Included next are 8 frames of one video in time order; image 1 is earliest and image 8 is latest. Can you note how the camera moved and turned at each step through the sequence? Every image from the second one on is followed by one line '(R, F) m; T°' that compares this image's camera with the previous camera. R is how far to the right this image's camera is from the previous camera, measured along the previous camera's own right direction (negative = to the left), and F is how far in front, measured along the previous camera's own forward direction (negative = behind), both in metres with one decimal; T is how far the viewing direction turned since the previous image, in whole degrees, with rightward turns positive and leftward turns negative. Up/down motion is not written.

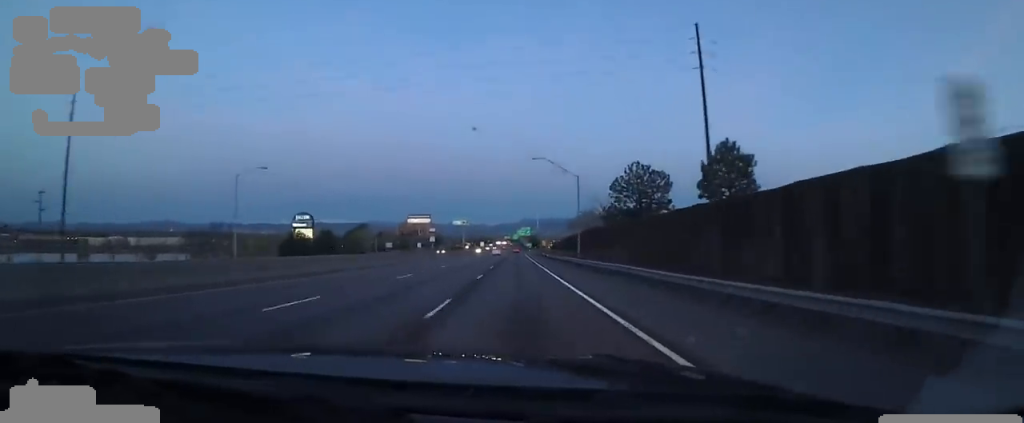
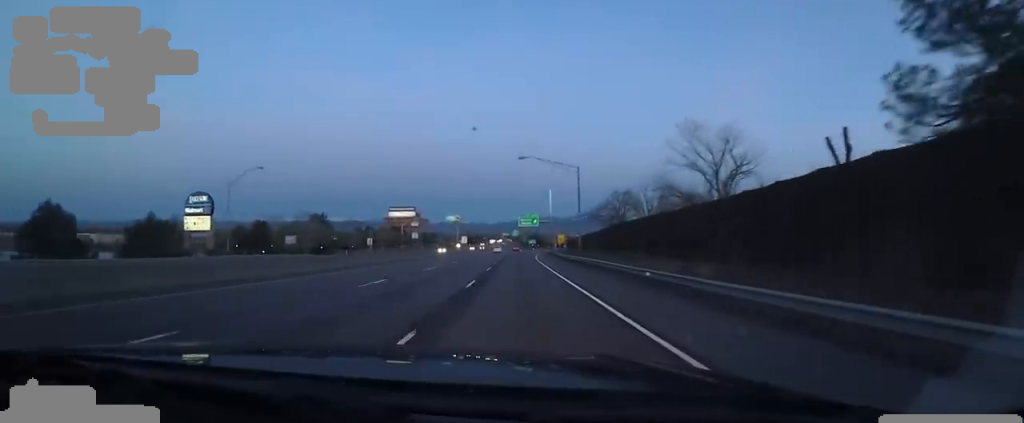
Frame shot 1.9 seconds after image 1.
(0.0, +54.5) m; 0°
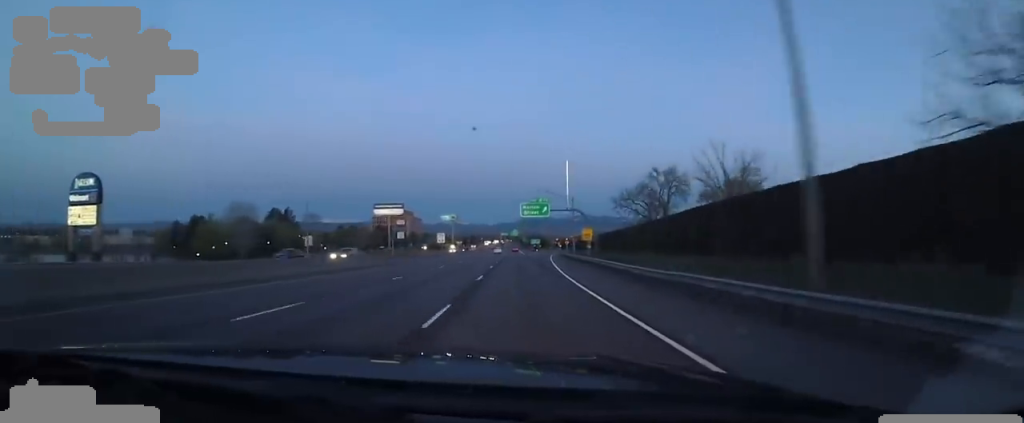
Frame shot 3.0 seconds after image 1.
(0.0, +32.5) m; 0°
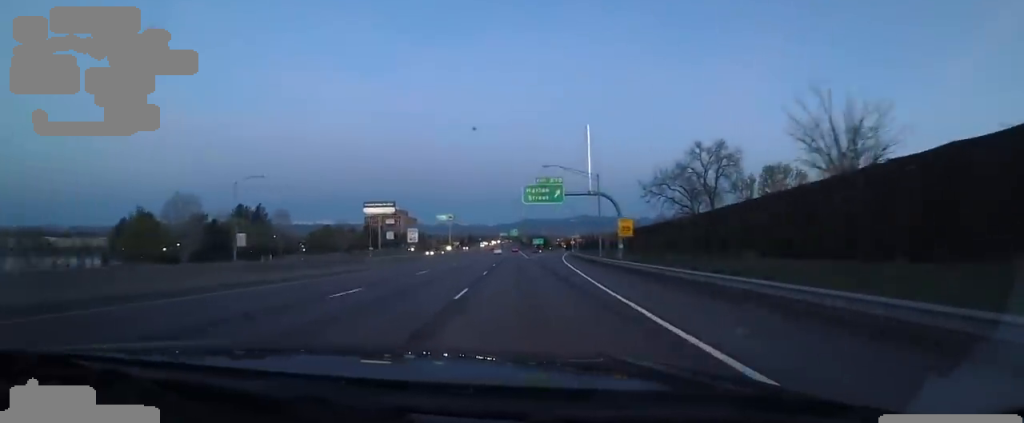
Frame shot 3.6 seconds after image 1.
(0.0, +19.8) m; 0°
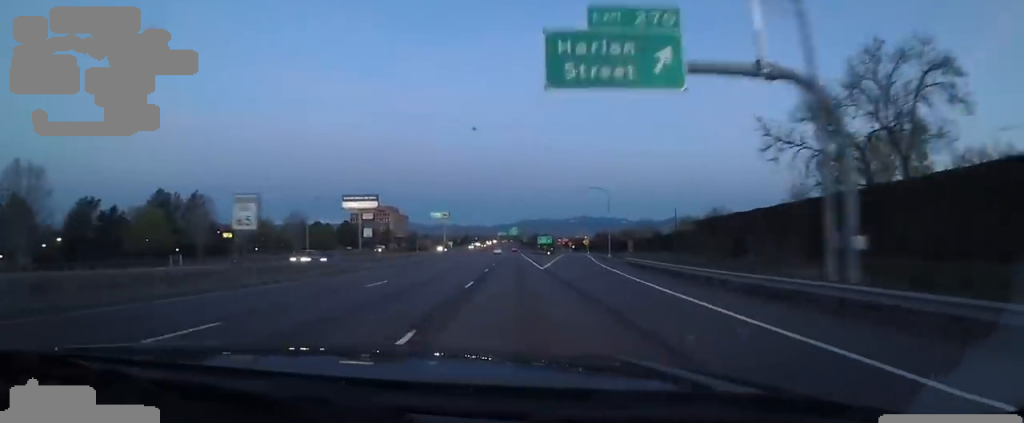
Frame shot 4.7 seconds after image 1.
(0.0, +33.3) m; 0°
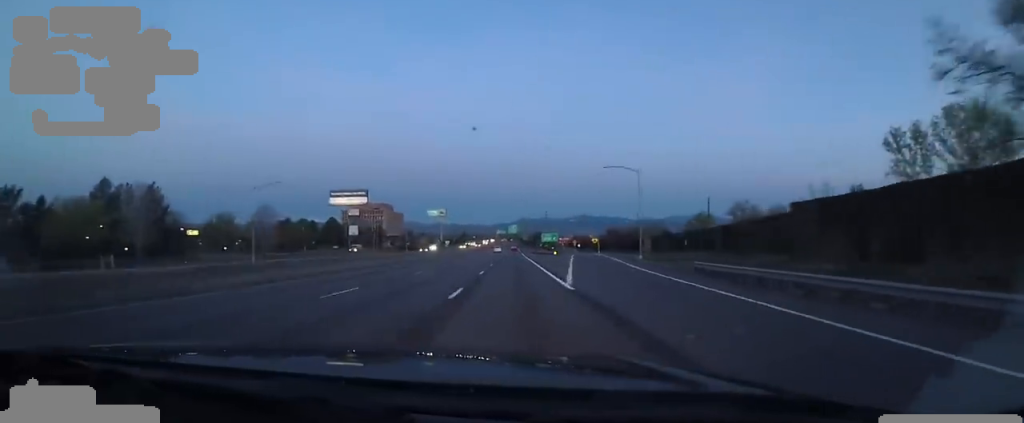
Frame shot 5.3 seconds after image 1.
(0.0, +16.4) m; 0°
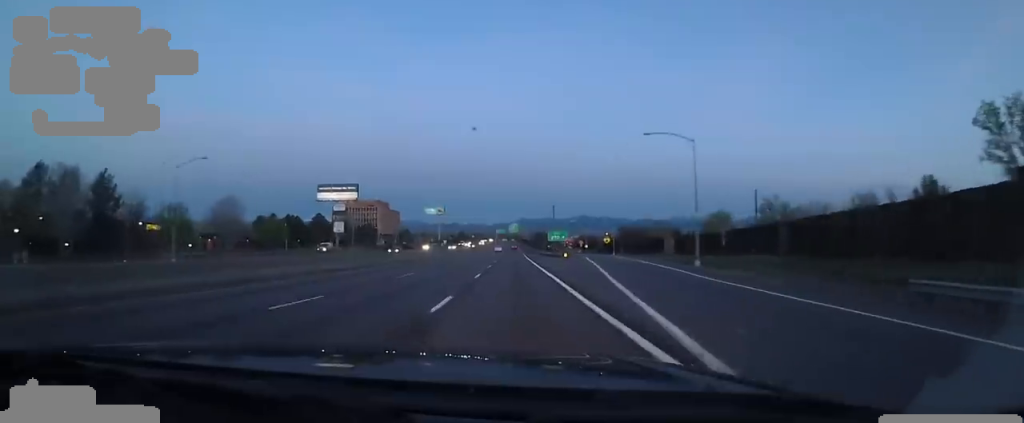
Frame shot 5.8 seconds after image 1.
(0.0, +15.5) m; -1°
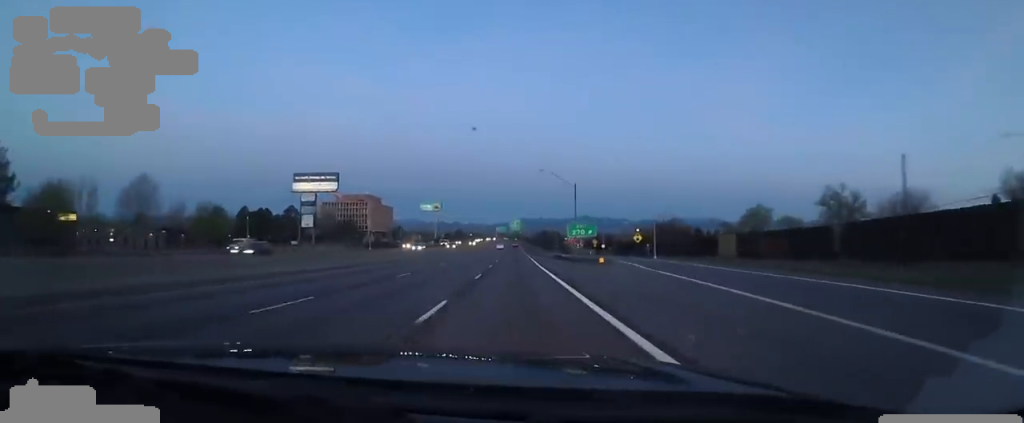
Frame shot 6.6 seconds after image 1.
(0.0, +26.0) m; -2°
